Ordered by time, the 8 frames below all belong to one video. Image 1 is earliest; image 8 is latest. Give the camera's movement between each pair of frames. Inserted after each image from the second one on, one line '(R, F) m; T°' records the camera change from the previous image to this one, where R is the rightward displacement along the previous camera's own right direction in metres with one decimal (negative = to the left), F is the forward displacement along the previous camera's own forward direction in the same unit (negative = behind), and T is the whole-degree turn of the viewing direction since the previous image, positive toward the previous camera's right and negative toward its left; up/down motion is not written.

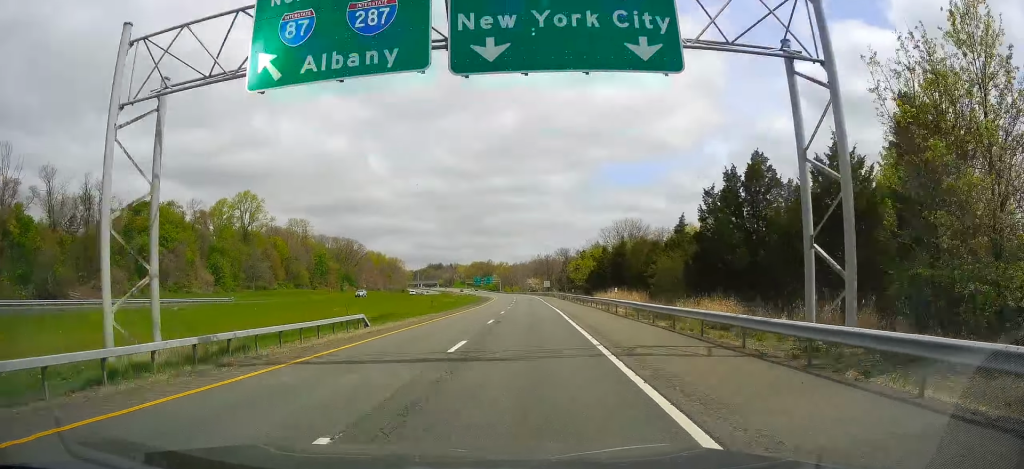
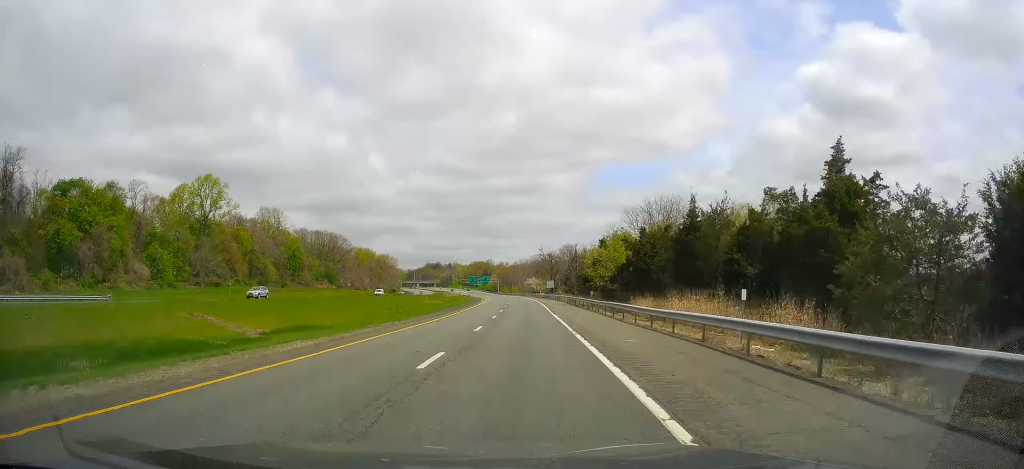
(+0.2, +27.4) m; 0°
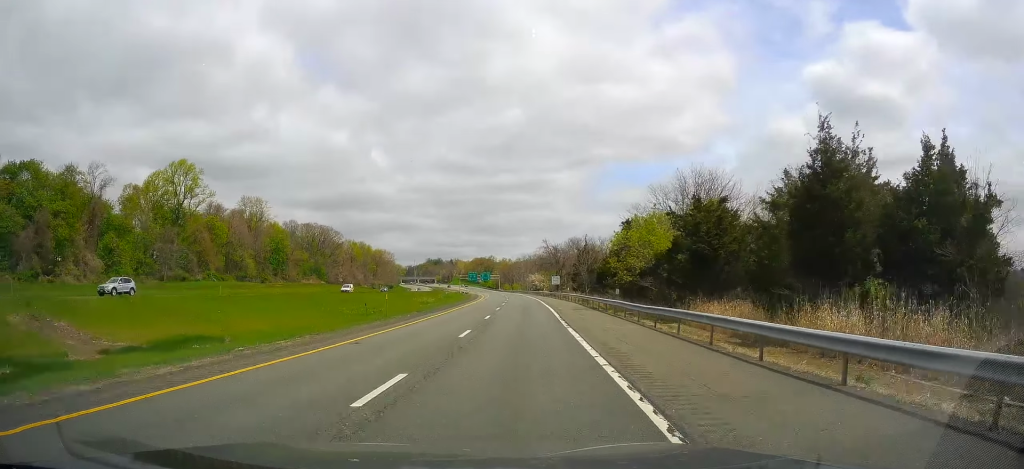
(+0.1, +16.3) m; 0°
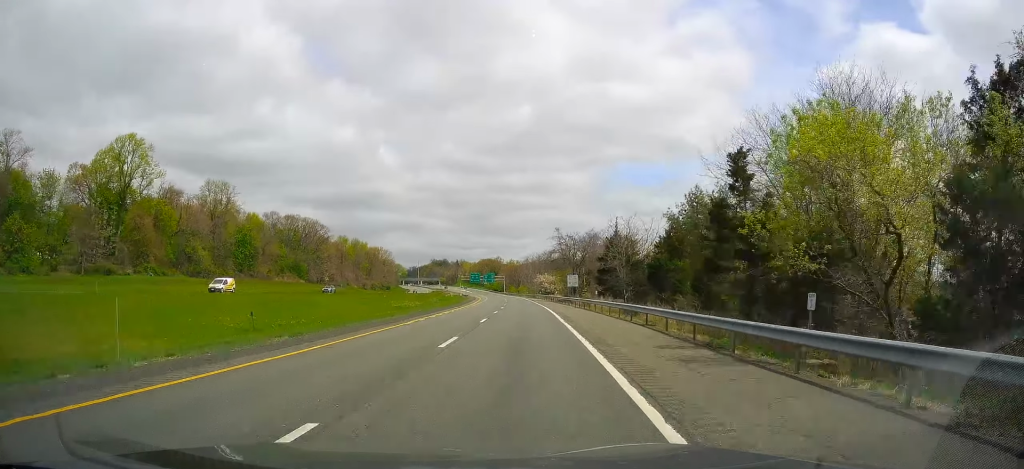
(-0.2, +28.5) m; 0°
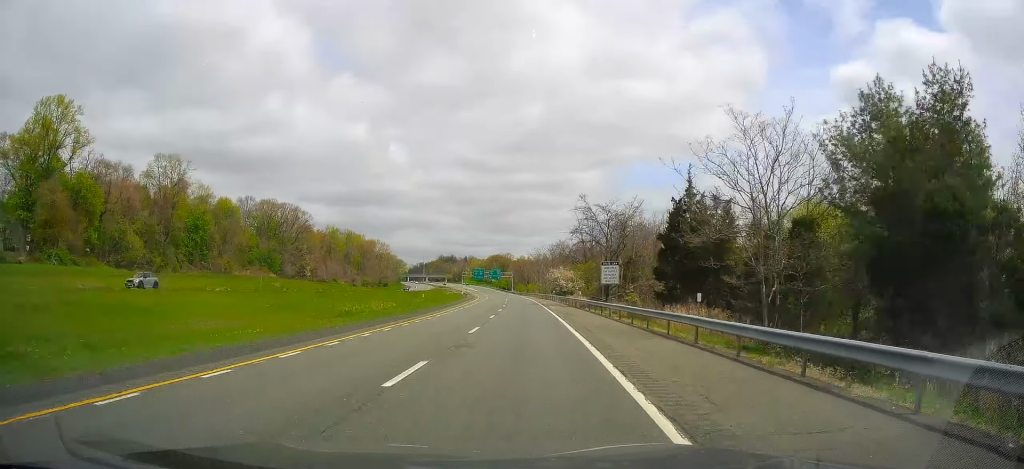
(+0.2, +30.5) m; 0°
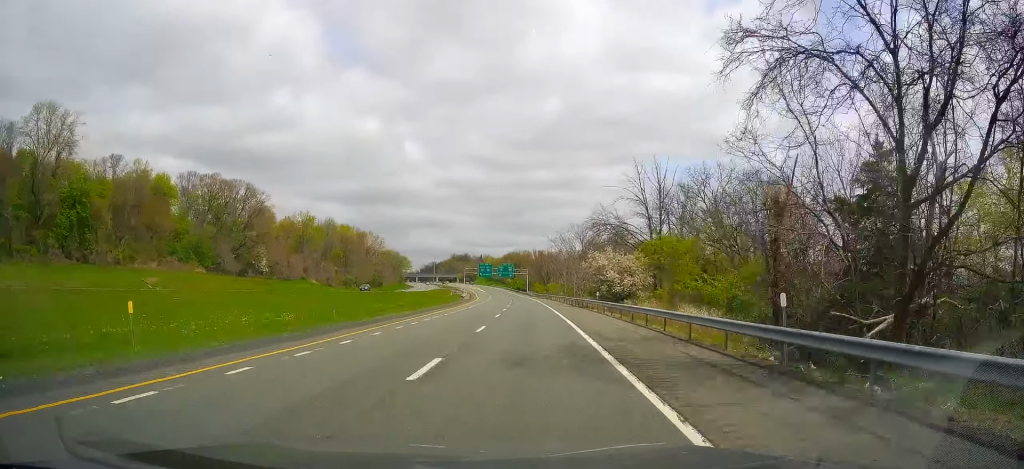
(-0.8, +47.8) m; -2°
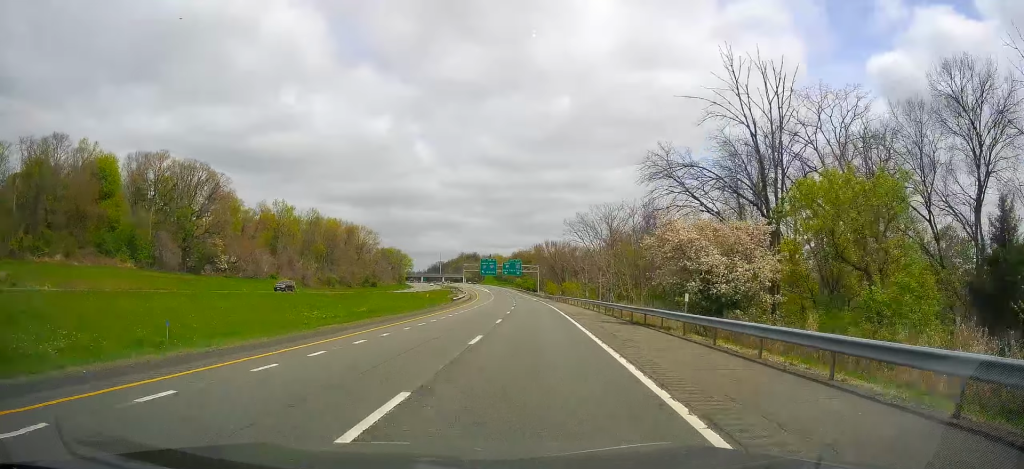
(-0.4, +28.5) m; -1°
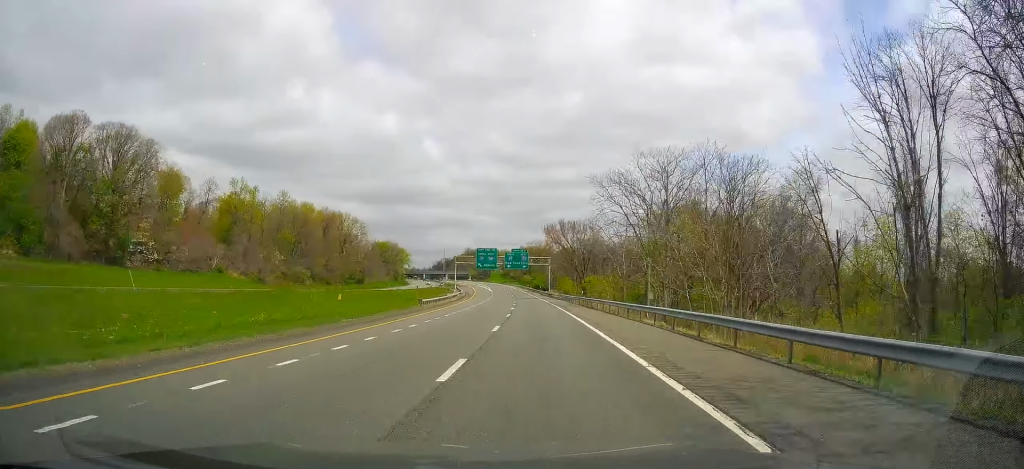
(-0.1, +31.6) m; -1°
